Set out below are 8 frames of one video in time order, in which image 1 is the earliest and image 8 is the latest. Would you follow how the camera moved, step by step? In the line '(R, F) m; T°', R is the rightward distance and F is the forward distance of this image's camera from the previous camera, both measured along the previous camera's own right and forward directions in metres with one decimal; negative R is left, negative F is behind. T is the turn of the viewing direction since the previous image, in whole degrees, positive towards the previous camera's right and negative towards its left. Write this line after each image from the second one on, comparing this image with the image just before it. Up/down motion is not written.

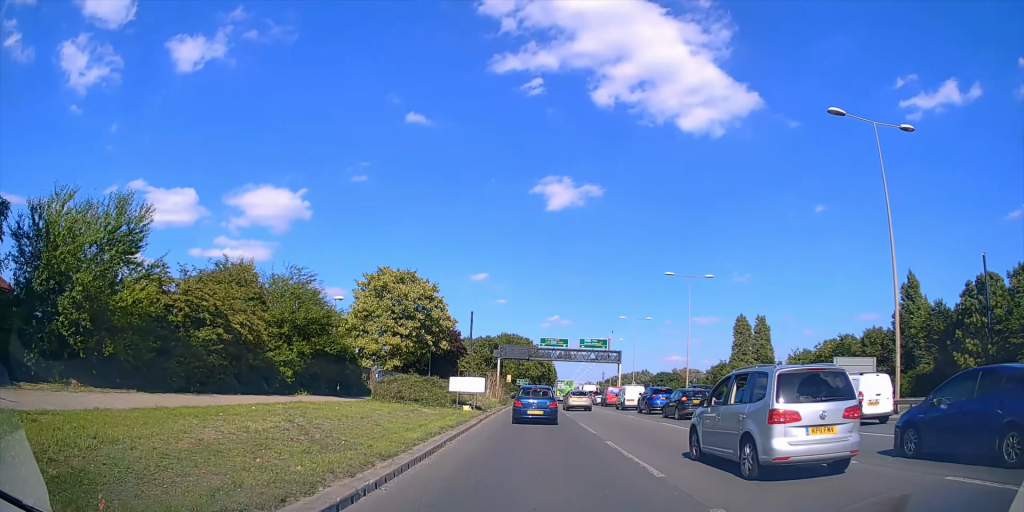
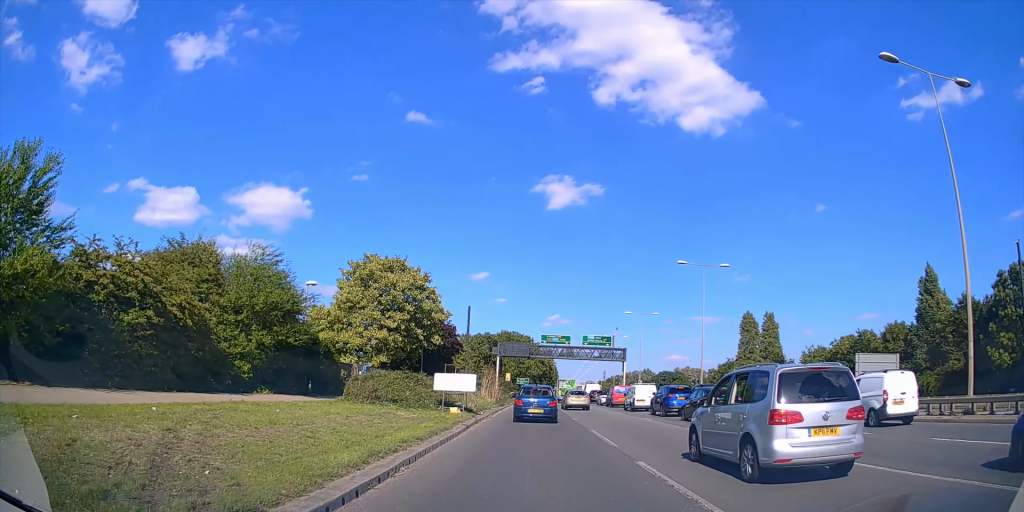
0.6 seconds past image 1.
(-0.1, +4.5) m; 0°
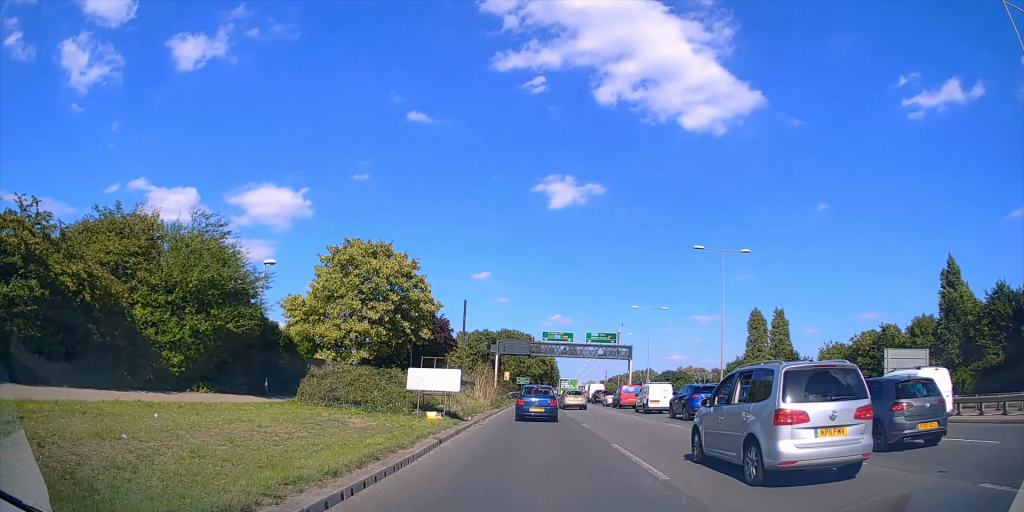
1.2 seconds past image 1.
(+0.2, +4.9) m; +2°
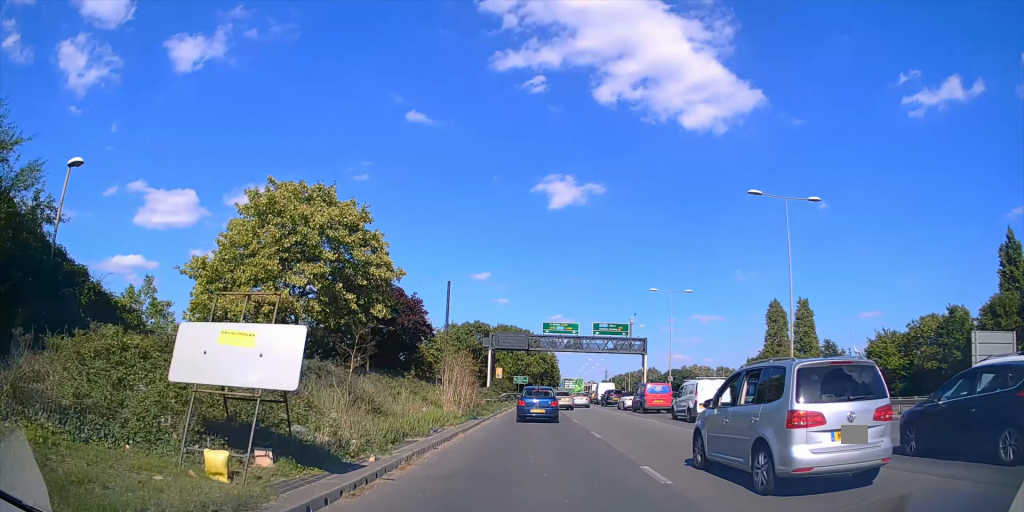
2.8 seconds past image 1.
(+0.2, +12.9) m; +1°
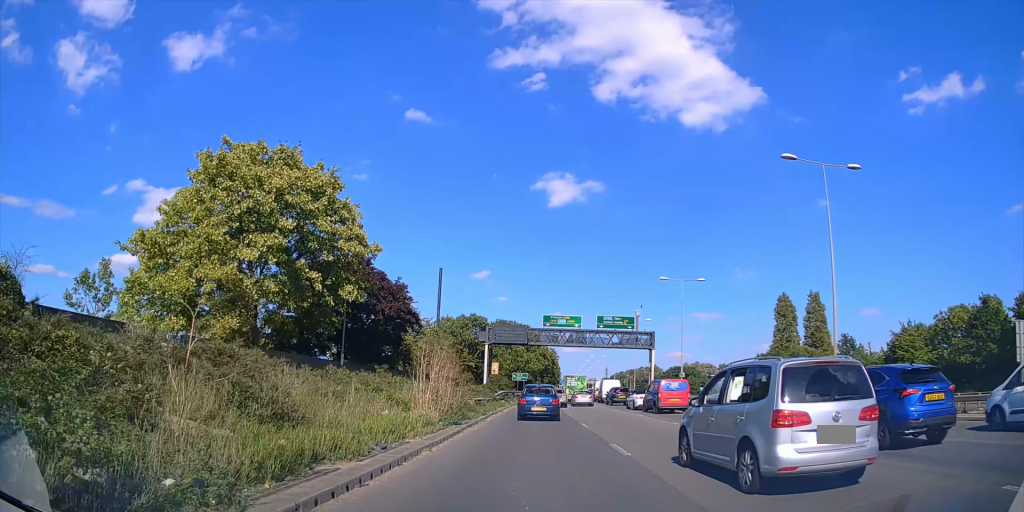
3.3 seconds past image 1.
(0.0, +4.9) m; 0°
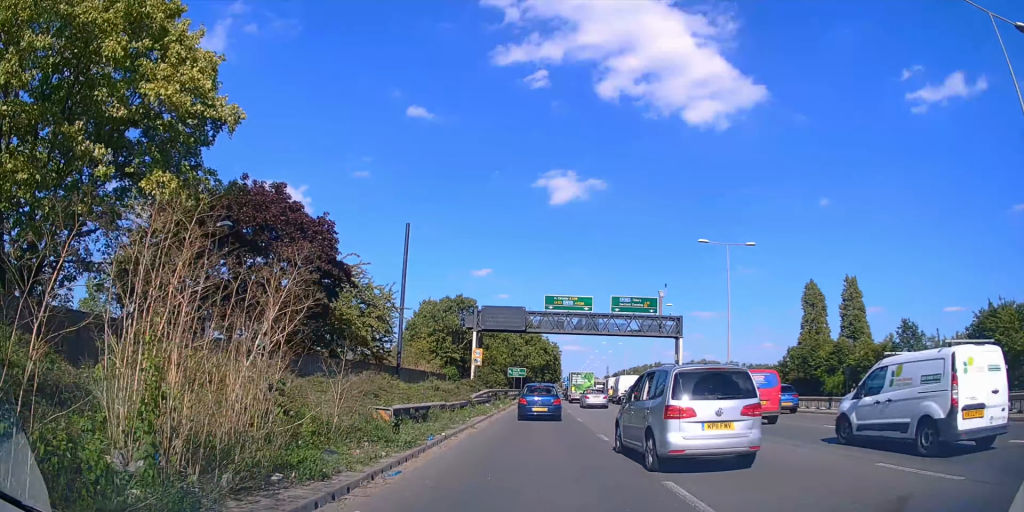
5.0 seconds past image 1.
(-0.1, +14.7) m; -2°
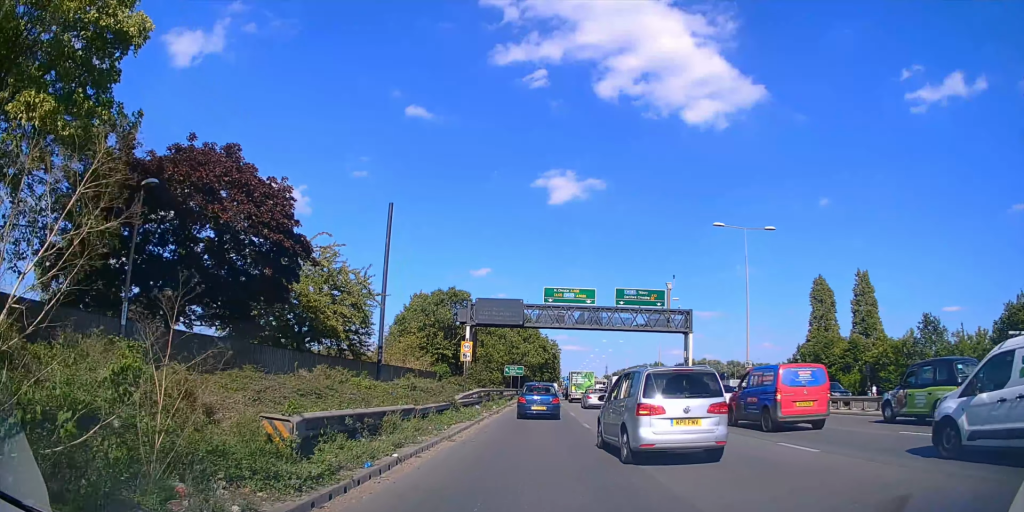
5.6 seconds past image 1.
(-0.1, +5.0) m; 0°
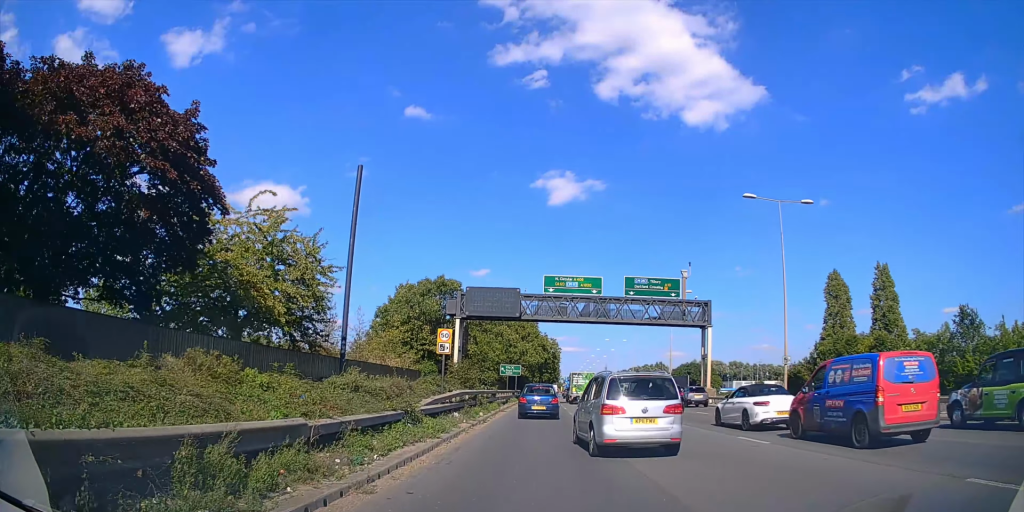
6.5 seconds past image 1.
(-0.1, +7.3) m; +2°
